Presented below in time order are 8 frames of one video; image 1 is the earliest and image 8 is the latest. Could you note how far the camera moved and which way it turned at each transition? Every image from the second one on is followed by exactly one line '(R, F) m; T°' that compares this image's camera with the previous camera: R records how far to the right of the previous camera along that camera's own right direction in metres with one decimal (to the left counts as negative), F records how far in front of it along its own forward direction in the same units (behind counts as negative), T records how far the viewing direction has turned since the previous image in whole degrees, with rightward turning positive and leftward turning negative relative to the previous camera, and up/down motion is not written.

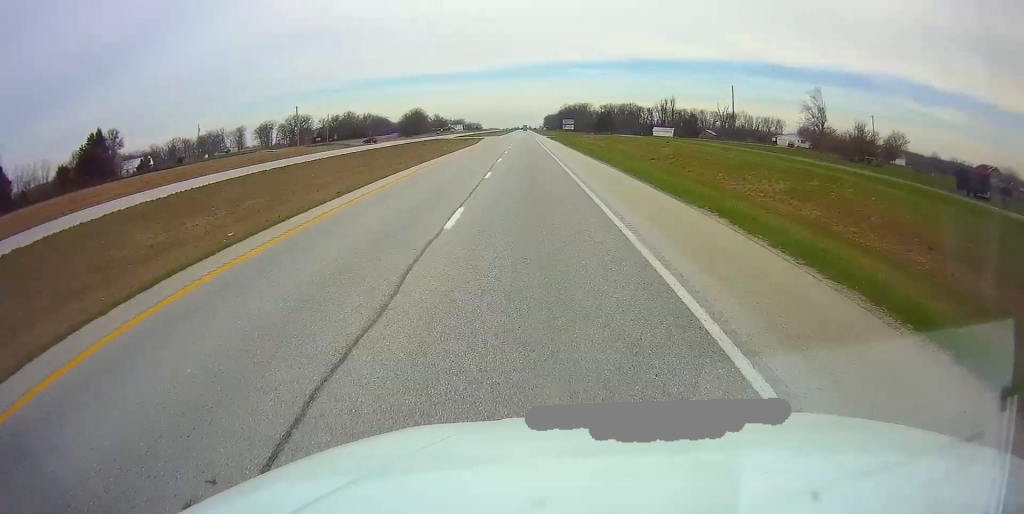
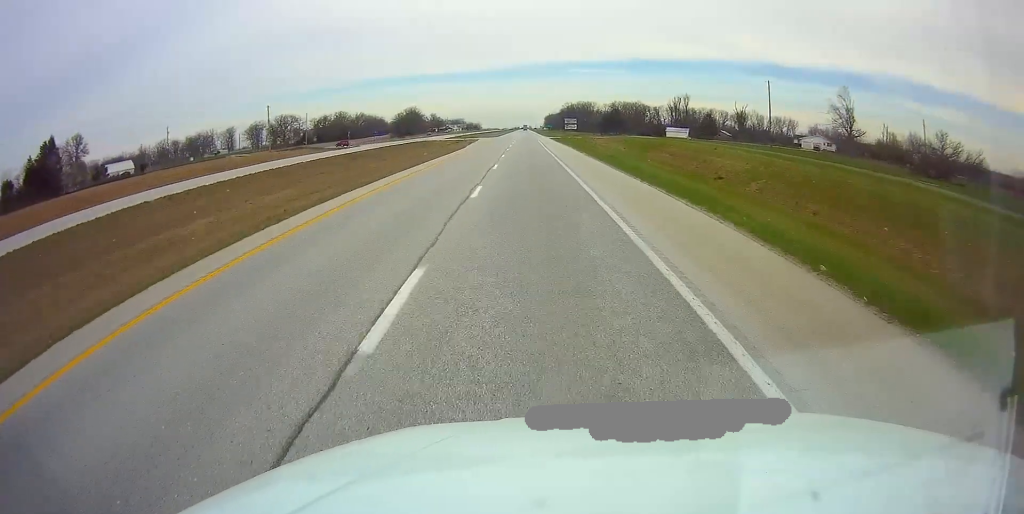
(-0.2, +18.7) m; -1°
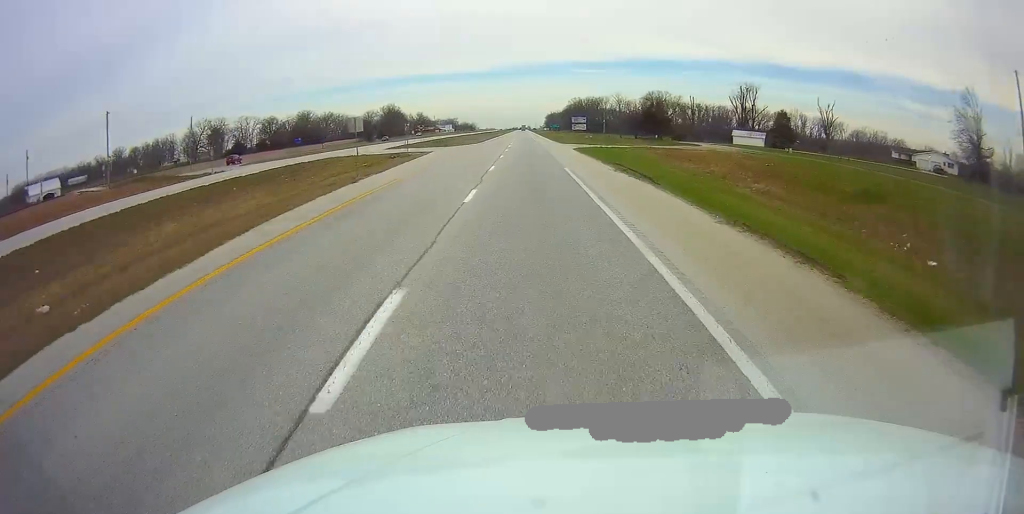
(+0.2, +61.5) m; +1°
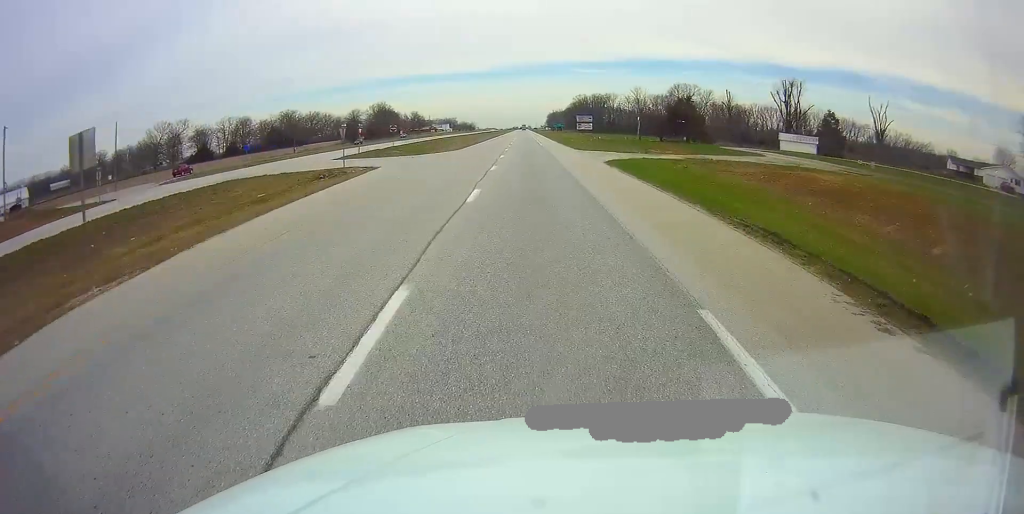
(+0.4, +23.8) m; 0°
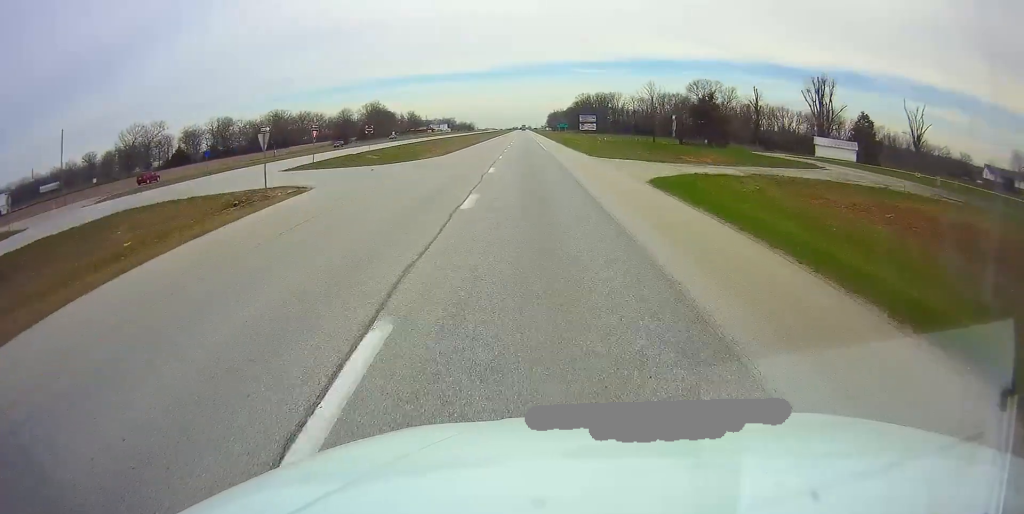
(0.0, +13.4) m; 0°
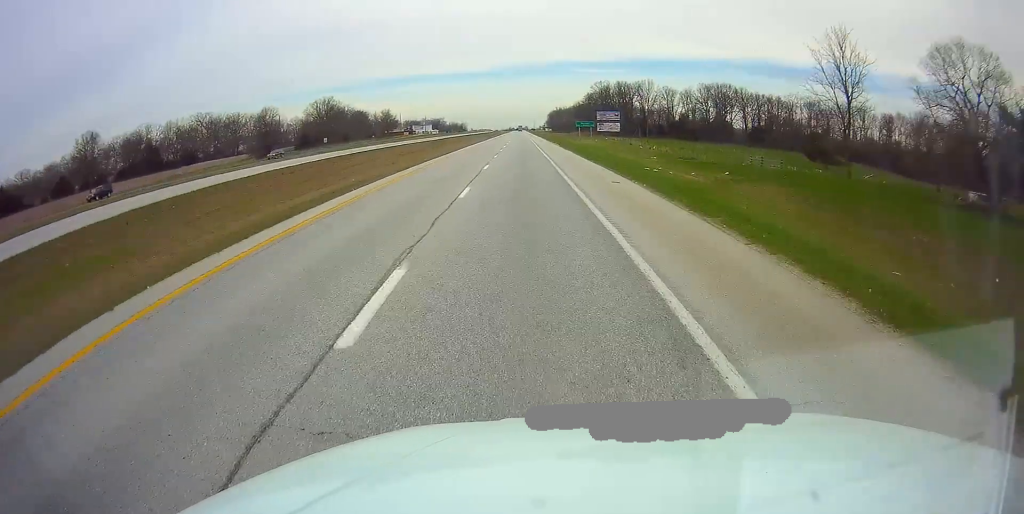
(-0.1, +69.3) m; 0°
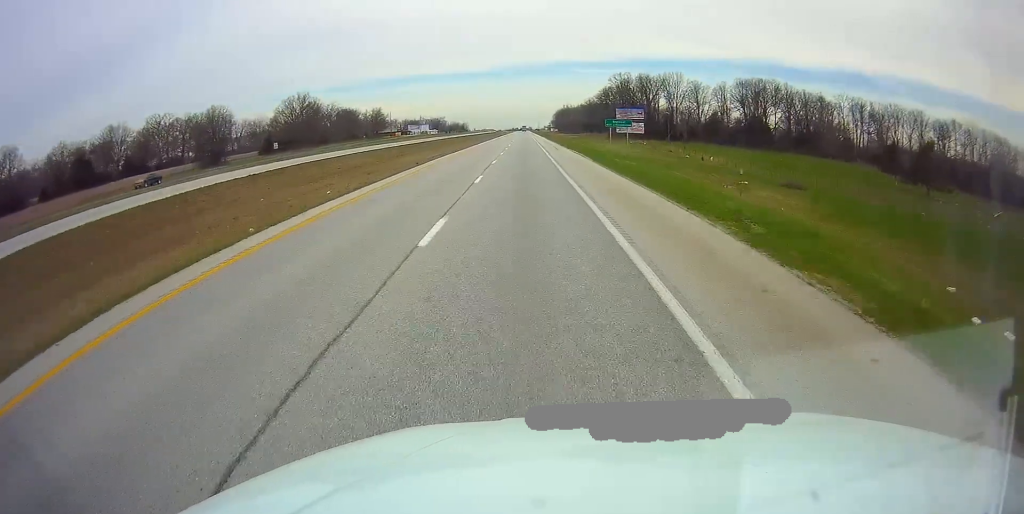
(0.0, +31.1) m; 0°
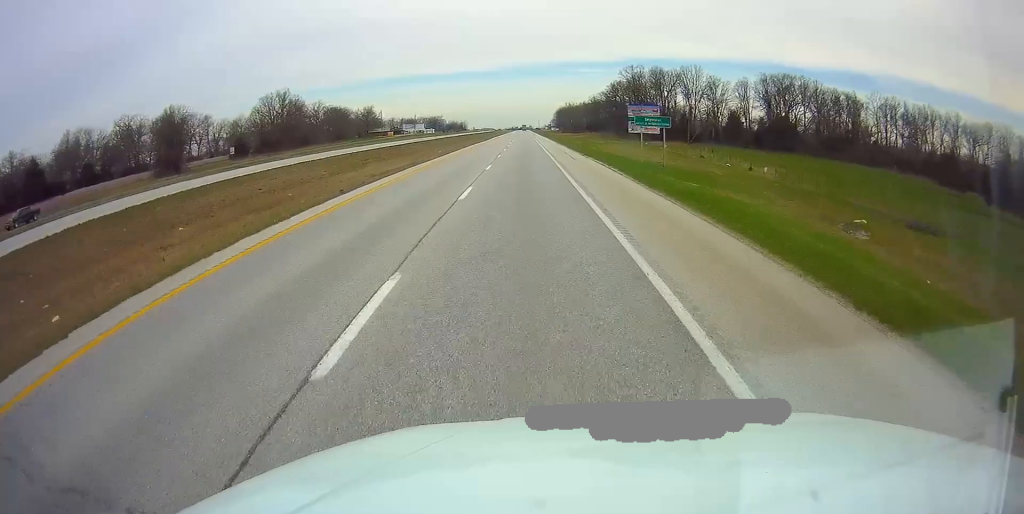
(+0.3, +17.6) m; 0°
